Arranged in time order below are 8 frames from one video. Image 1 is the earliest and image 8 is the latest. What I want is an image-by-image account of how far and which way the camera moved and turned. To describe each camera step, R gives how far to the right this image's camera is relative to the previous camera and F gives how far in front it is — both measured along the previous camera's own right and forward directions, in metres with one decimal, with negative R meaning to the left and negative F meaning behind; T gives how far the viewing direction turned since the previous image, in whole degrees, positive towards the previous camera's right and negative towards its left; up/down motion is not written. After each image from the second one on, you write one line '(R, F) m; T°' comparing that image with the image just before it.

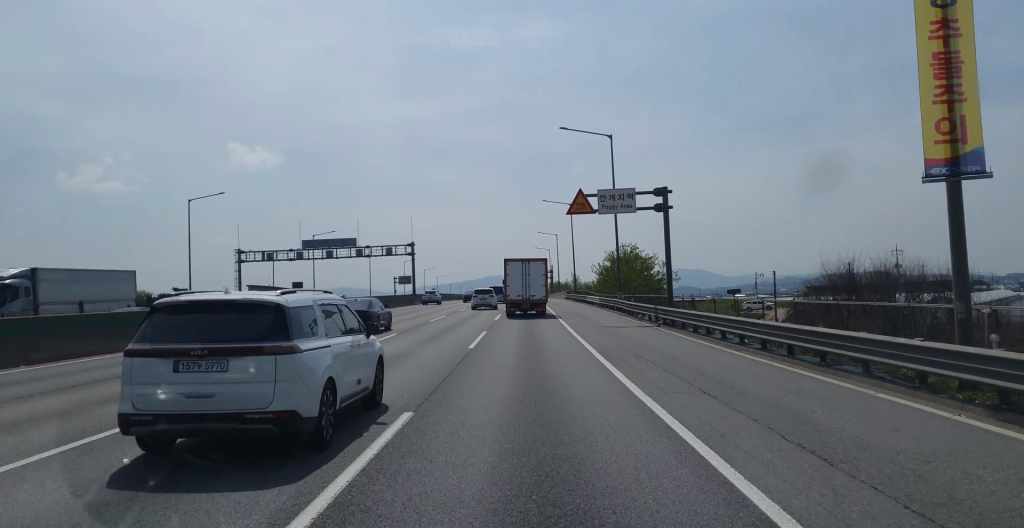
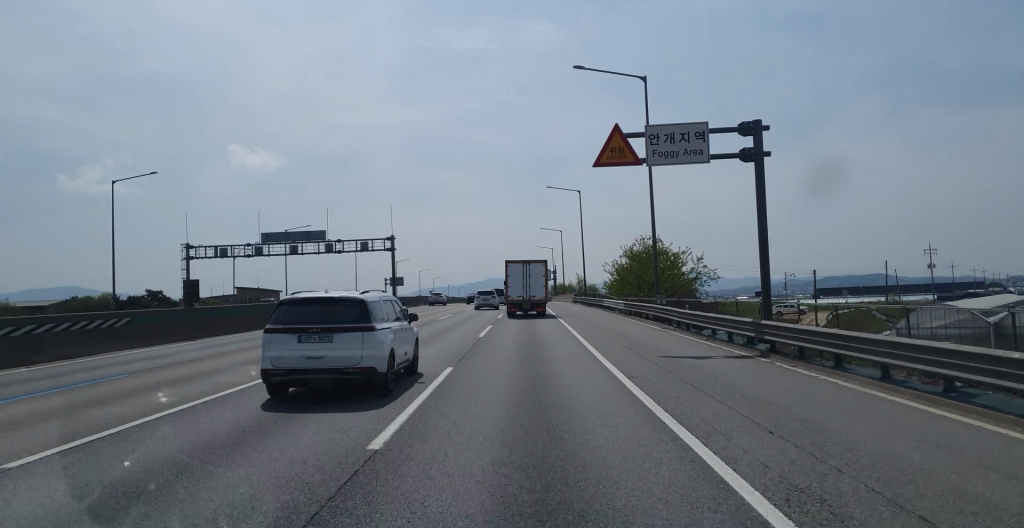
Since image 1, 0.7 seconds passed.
(-0.2, +14.8) m; -1°
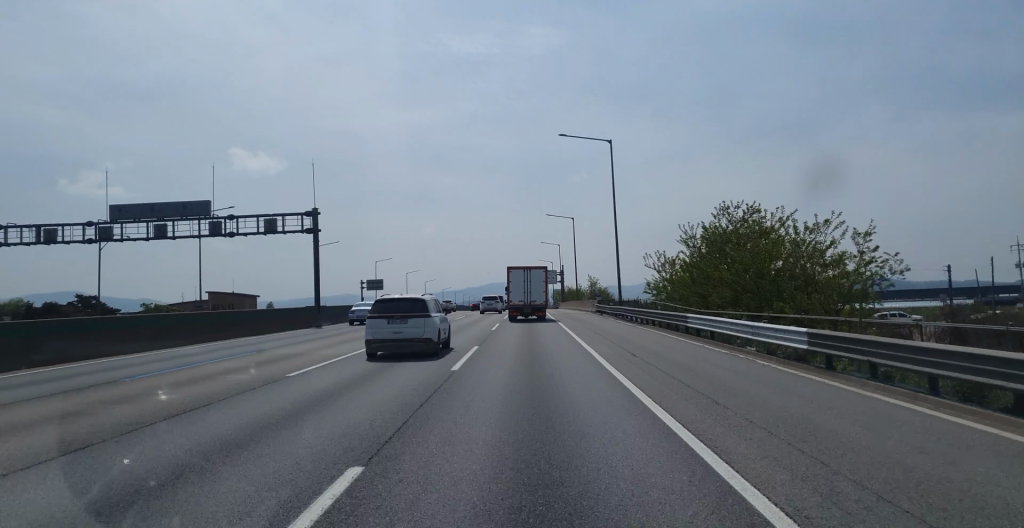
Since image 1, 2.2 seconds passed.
(-0.1, +29.5) m; 0°
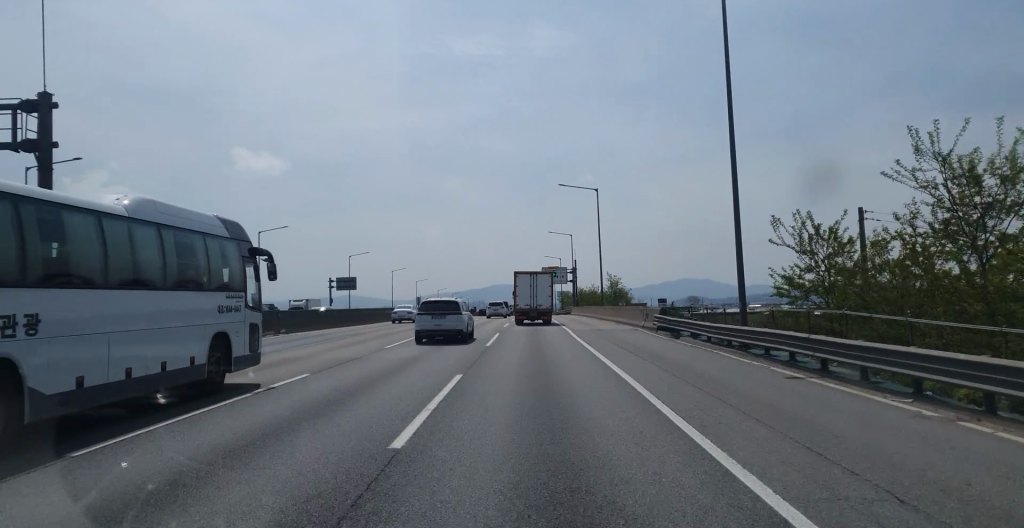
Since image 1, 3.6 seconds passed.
(0.0, +29.1) m; 0°
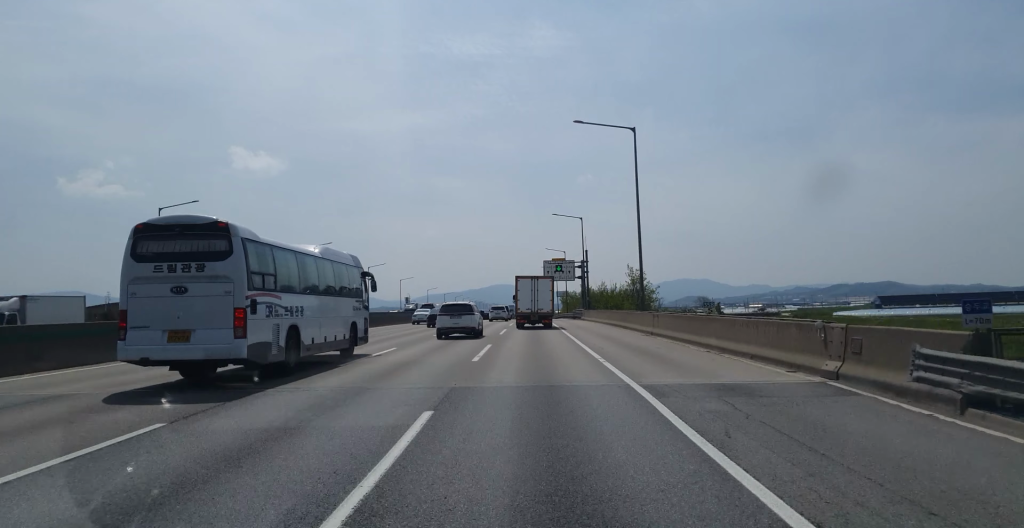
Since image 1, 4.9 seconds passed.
(+0.1, +25.5) m; 0°
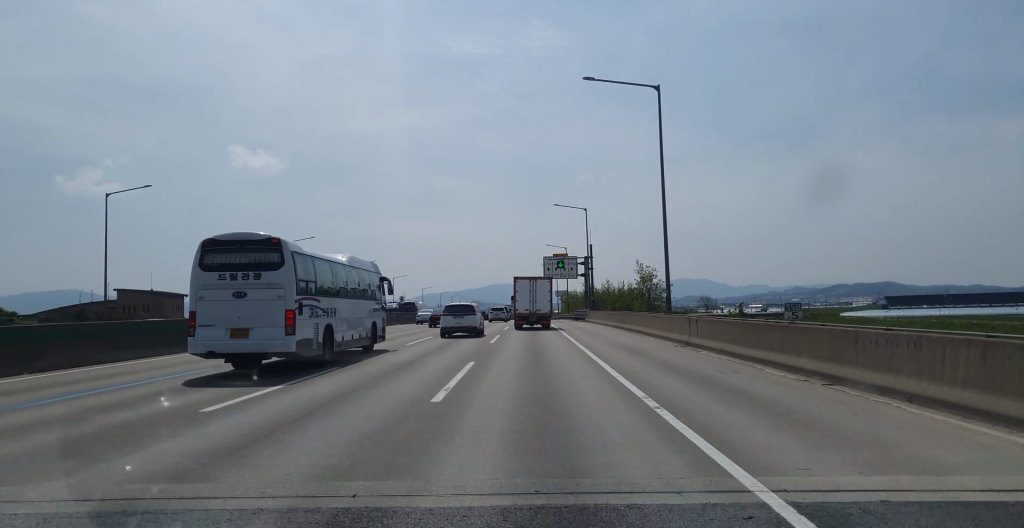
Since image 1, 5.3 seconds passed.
(+0.1, +8.7) m; 0°
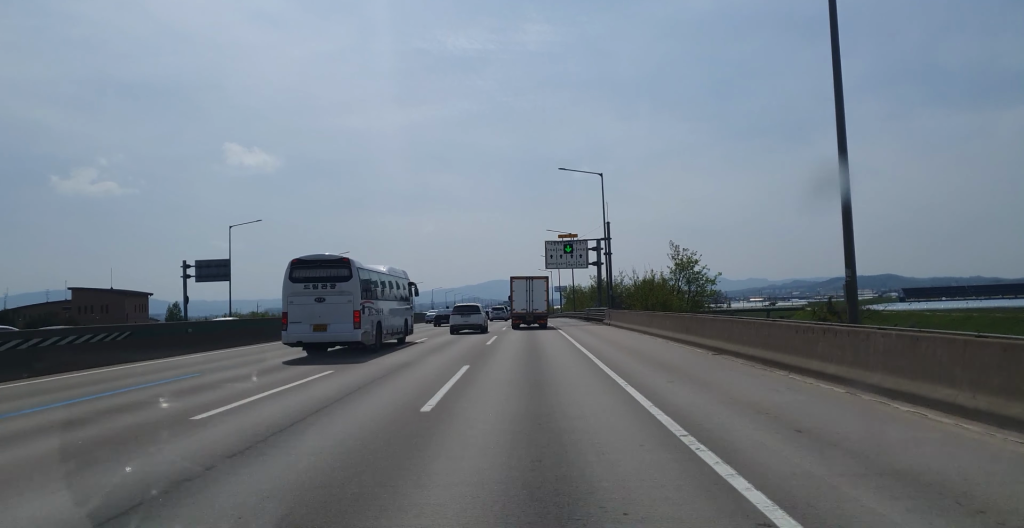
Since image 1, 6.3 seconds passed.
(-0.4, +20.1) m; 0°
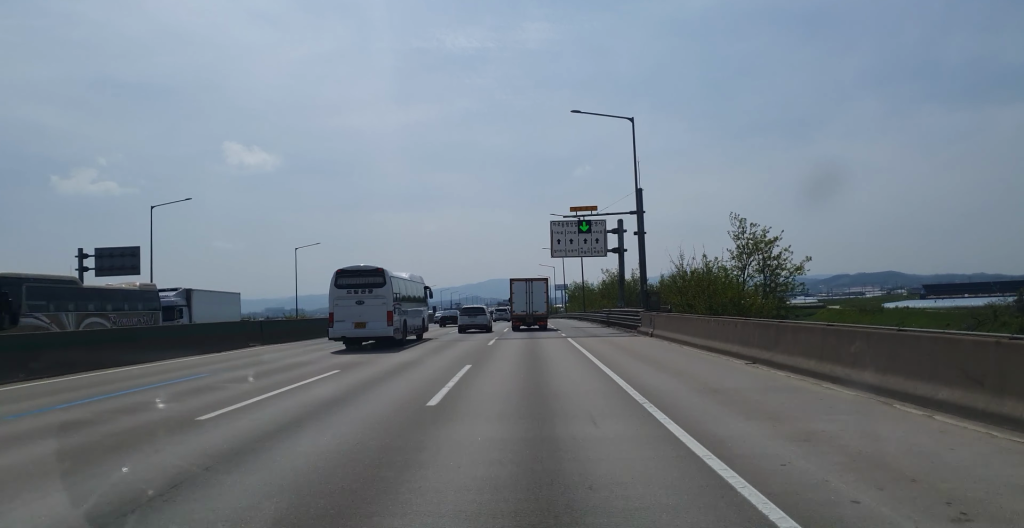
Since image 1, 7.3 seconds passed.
(+0.3, +19.3) m; +1°
